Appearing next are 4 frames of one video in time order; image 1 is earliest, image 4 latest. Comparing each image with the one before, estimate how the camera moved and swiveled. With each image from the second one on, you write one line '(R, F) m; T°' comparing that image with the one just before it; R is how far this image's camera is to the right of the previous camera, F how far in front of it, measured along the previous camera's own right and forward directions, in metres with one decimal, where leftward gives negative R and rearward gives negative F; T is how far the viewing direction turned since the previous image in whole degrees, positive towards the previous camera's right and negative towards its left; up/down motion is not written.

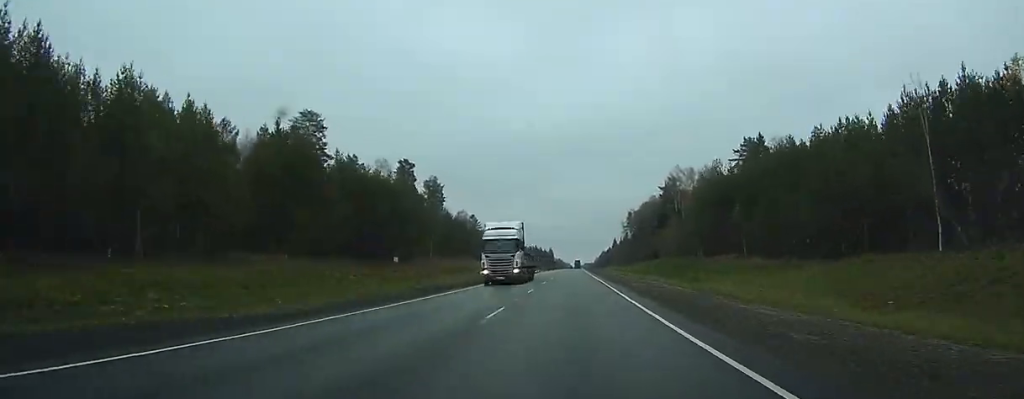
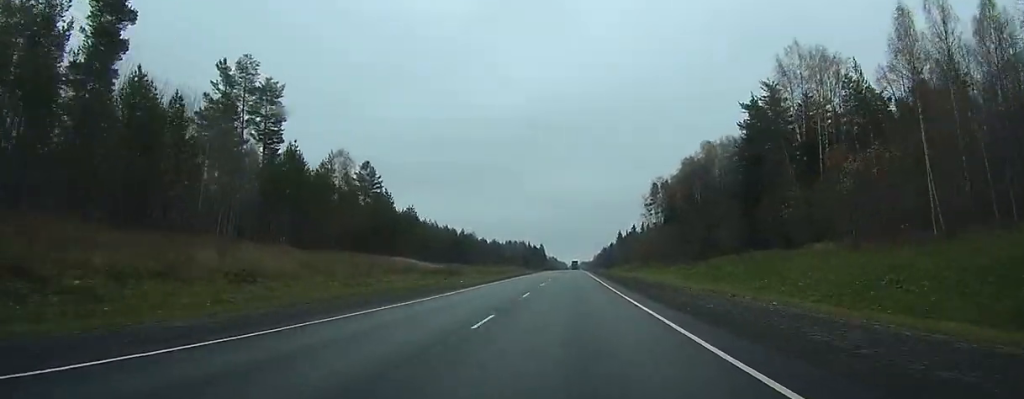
(+0.3, +93.9) m; 0°
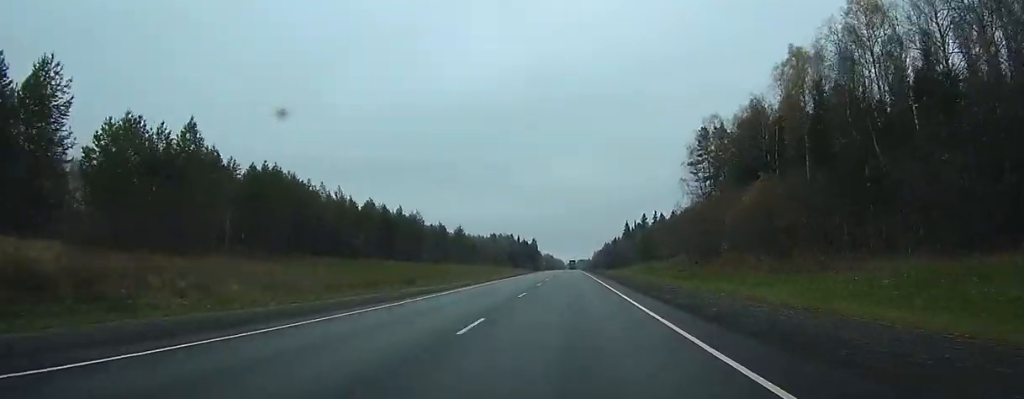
(0.0, +75.9) m; 0°
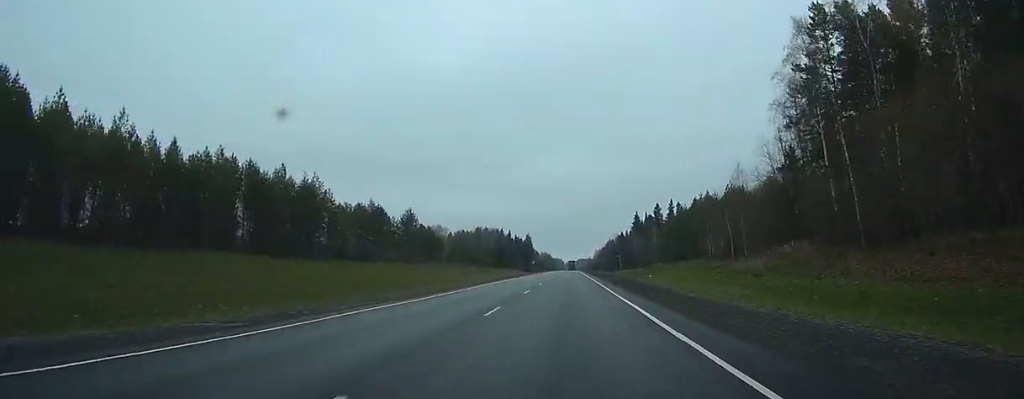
(+0.1, +58.1) m; 0°
